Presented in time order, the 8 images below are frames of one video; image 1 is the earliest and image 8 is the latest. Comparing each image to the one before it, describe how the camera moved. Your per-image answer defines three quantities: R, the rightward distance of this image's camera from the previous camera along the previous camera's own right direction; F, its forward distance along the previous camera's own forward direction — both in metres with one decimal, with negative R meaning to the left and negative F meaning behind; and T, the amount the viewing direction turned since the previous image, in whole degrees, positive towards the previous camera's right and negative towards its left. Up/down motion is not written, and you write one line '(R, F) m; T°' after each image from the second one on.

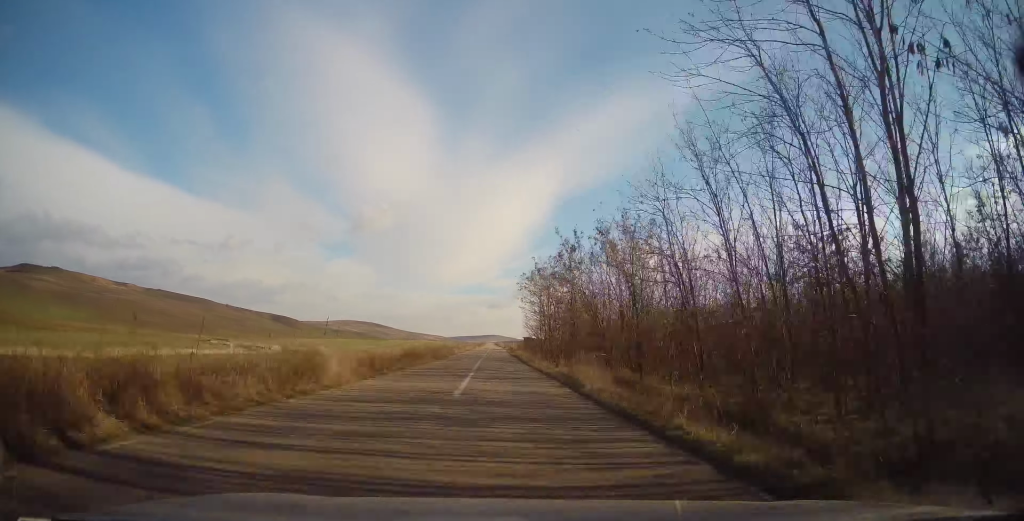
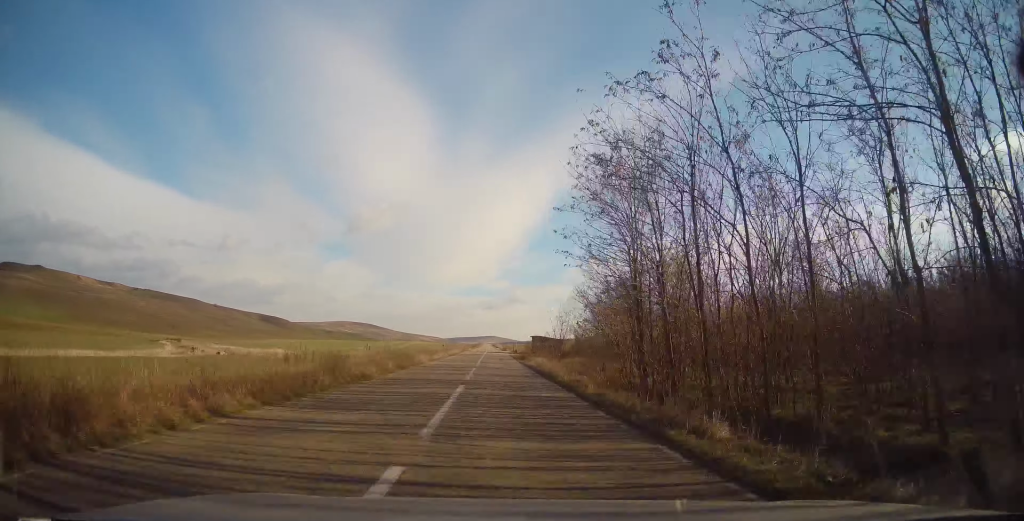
(+0.3, +29.3) m; 0°
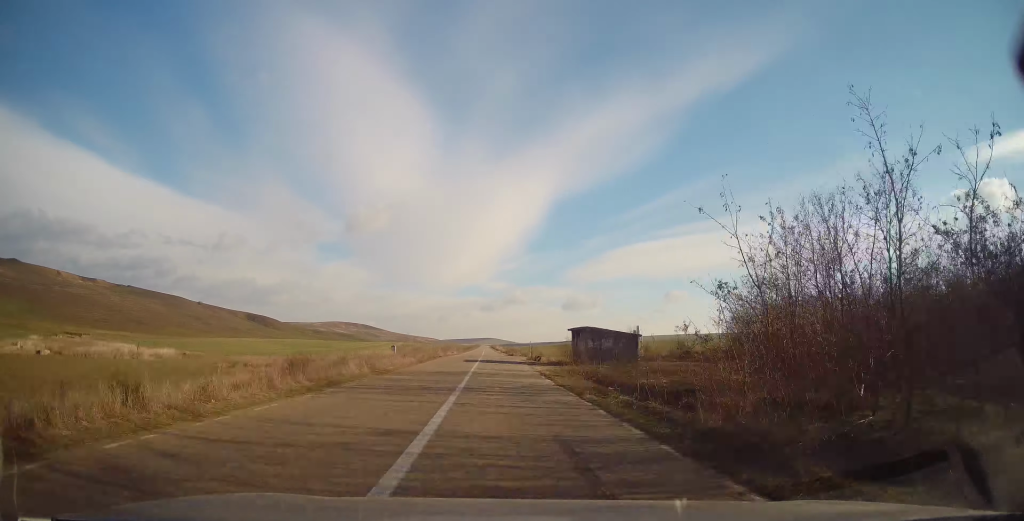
(-0.1, +43.9) m; +1°
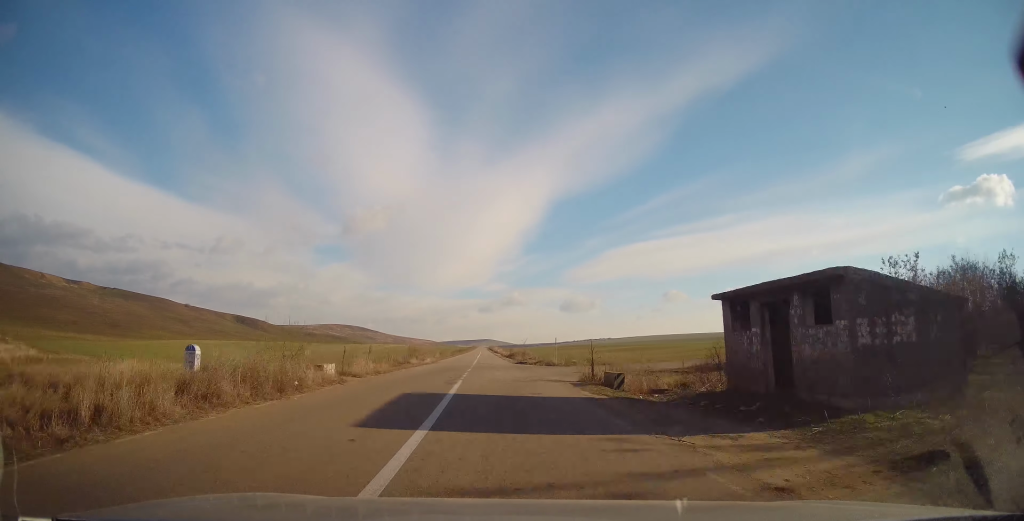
(+0.1, +29.6) m; 0°
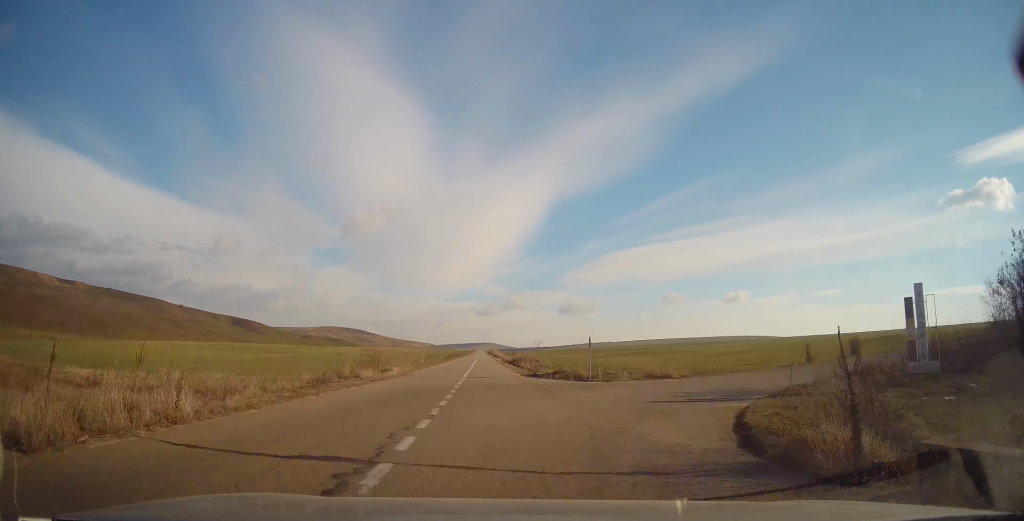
(0.0, +14.8) m; -1°
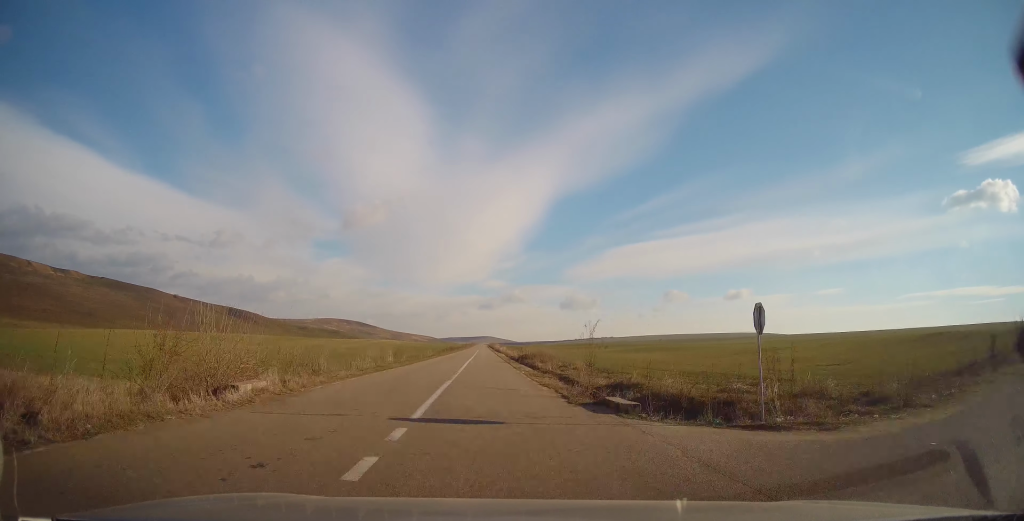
(-0.1, +17.0) m; -1°
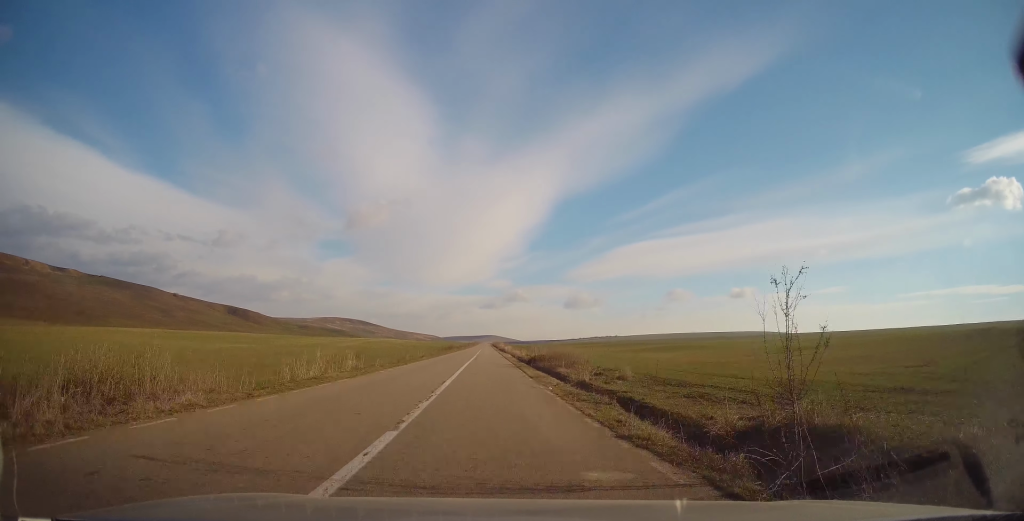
(-0.2, +11.7) m; 0°
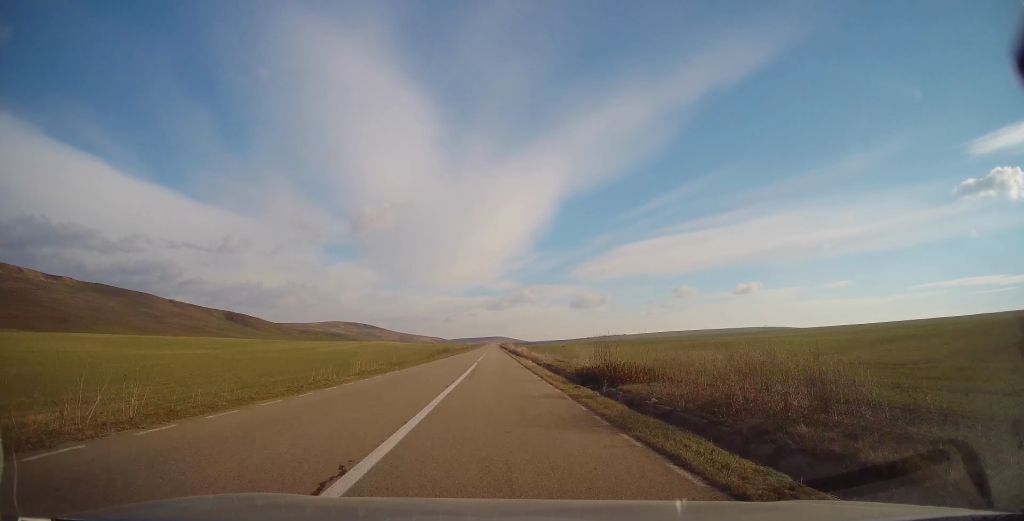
(+0.2, +23.3) m; 0°
